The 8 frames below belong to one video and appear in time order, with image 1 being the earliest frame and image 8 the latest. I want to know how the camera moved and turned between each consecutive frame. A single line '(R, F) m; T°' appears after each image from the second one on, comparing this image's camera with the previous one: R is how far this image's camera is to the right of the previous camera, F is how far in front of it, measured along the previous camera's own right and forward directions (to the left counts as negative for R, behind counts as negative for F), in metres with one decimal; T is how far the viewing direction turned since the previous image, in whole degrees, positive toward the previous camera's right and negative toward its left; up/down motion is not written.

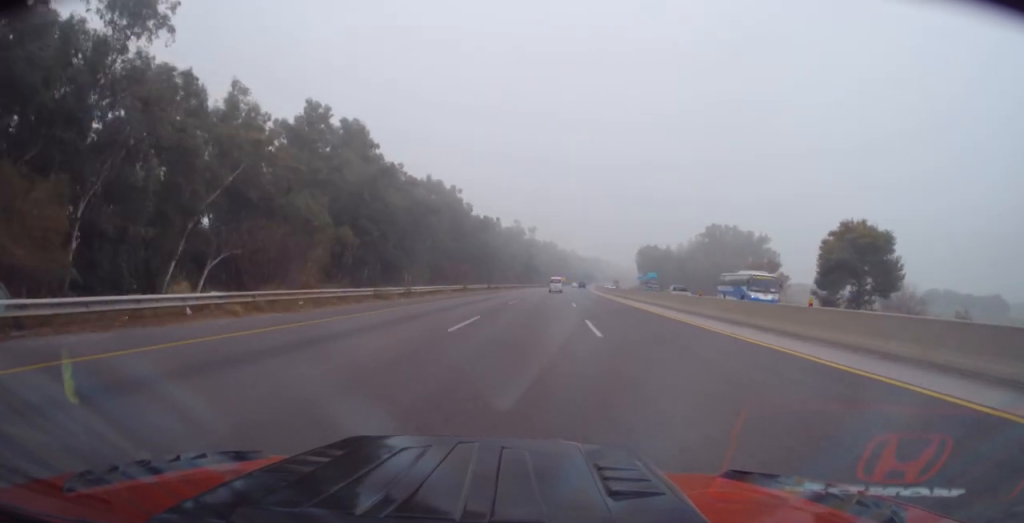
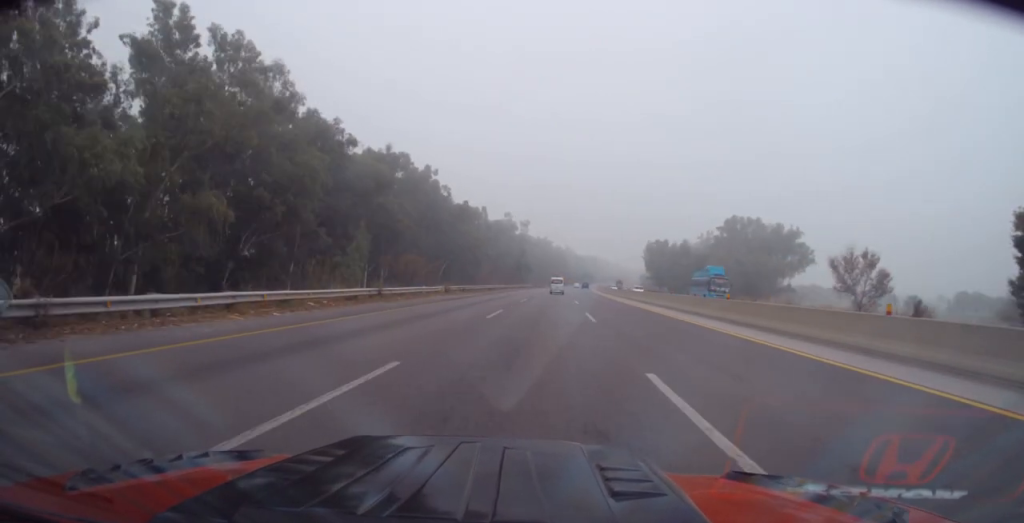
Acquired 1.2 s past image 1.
(-0.1, +31.1) m; 0°
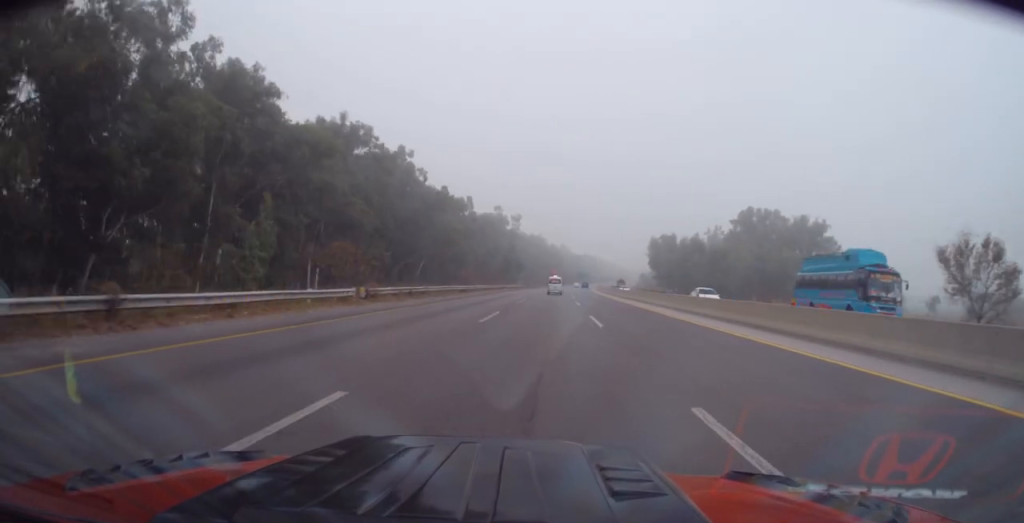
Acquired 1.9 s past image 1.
(0.0, +20.5) m; +1°
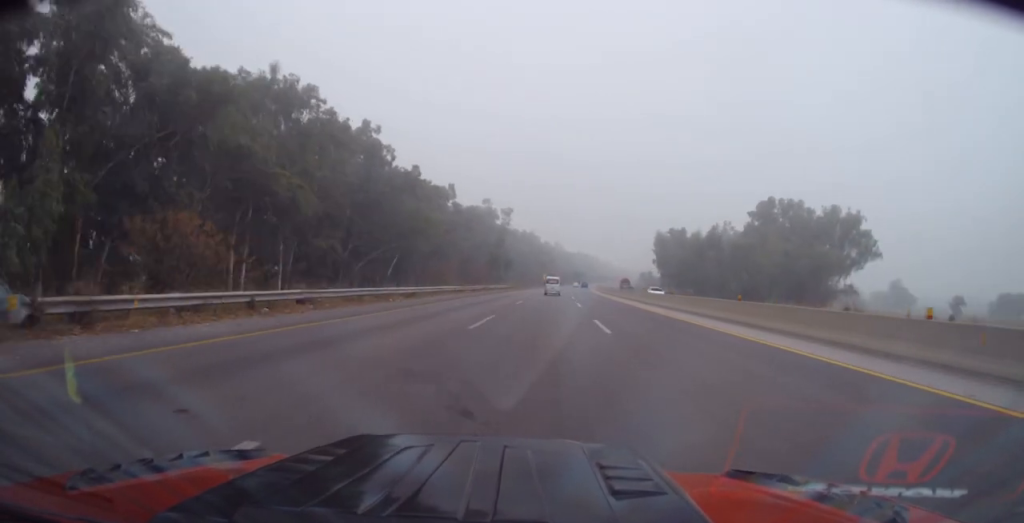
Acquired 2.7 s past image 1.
(+0.1, +20.5) m; +1°
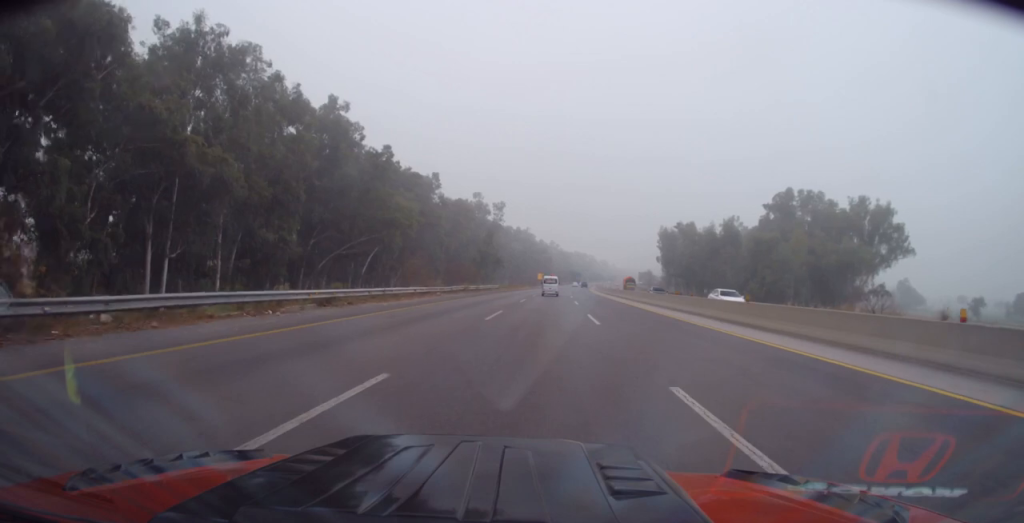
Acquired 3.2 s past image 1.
(+0.2, +14.3) m; +1°
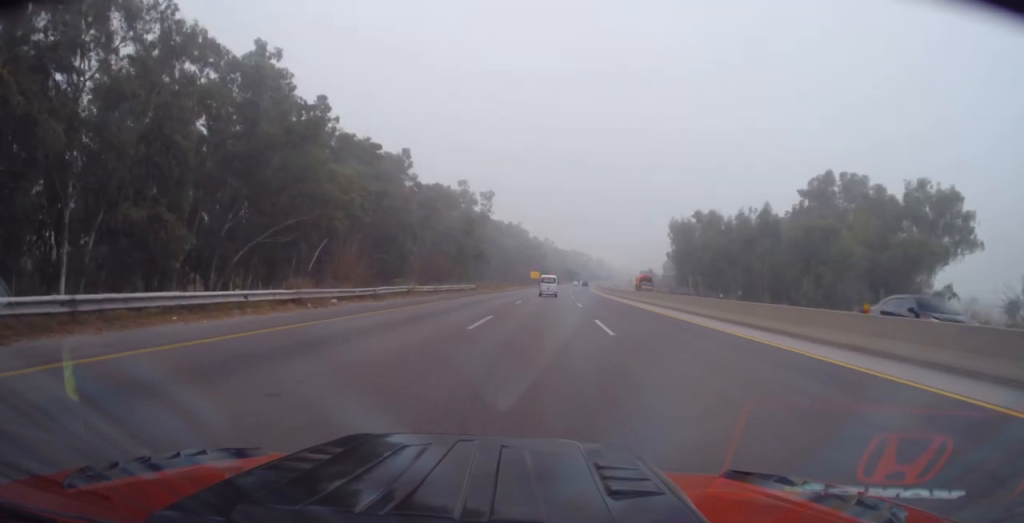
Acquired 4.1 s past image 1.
(+0.1, +22.4) m; +1°
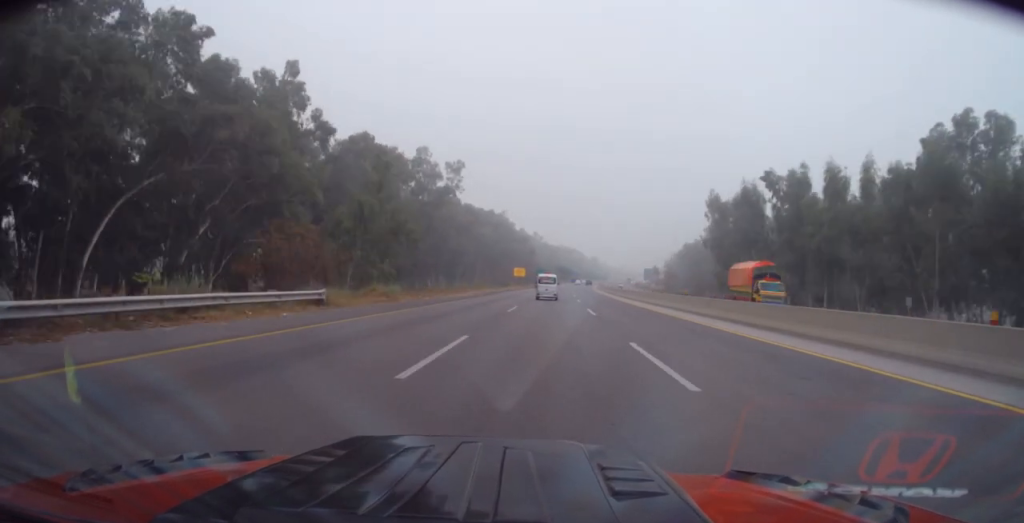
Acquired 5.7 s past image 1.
(+0.5, +44.3) m; +1°
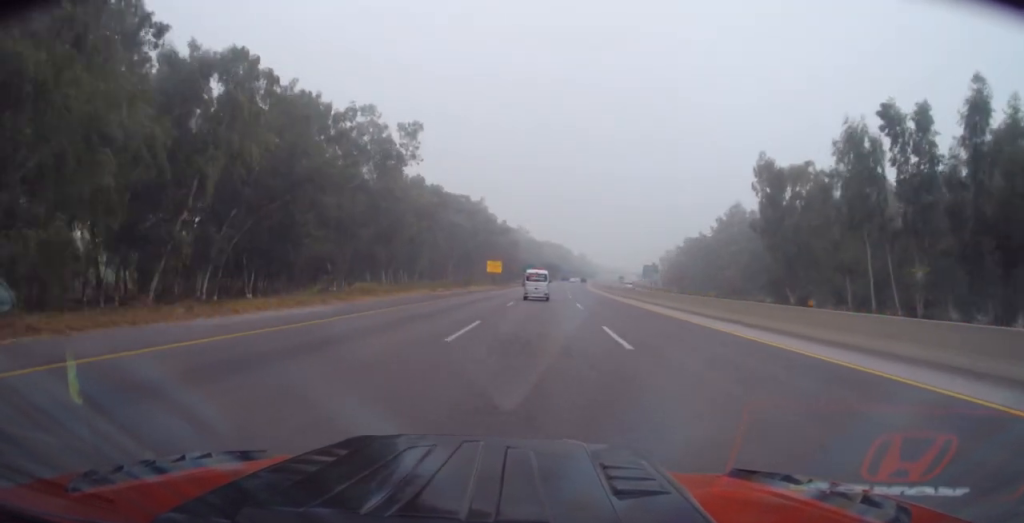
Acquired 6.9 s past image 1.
(+0.1, +31.8) m; +1°
